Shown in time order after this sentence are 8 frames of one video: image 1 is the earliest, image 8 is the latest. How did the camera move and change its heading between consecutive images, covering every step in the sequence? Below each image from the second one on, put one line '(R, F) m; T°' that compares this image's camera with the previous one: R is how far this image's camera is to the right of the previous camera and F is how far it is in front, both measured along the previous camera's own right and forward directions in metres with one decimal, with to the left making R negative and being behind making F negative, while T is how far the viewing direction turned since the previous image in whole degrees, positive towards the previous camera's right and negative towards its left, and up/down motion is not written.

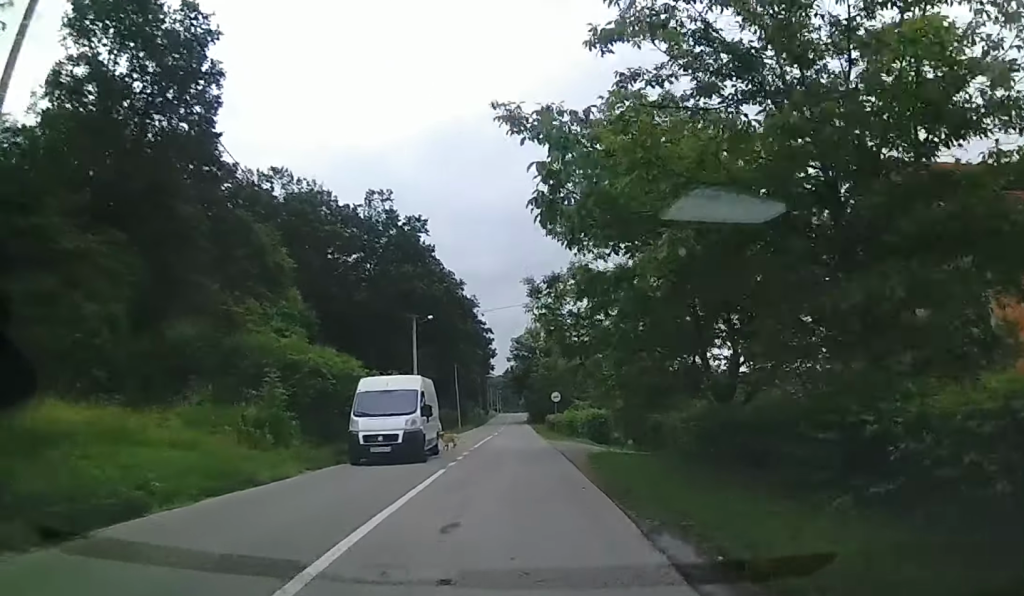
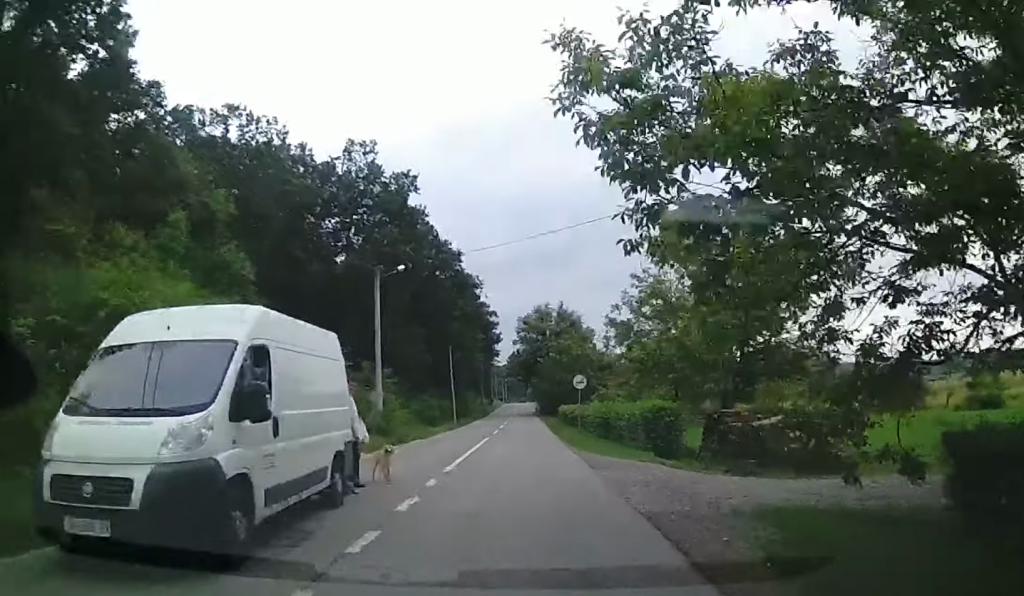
(-0.4, +12.9) m; 0°
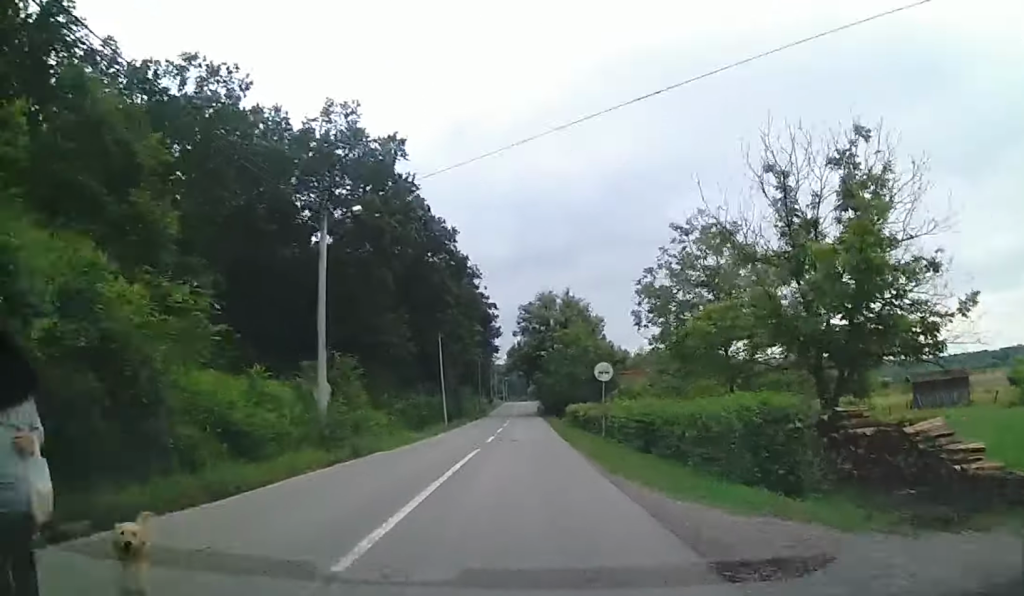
(+0.3, +8.8) m; +2°
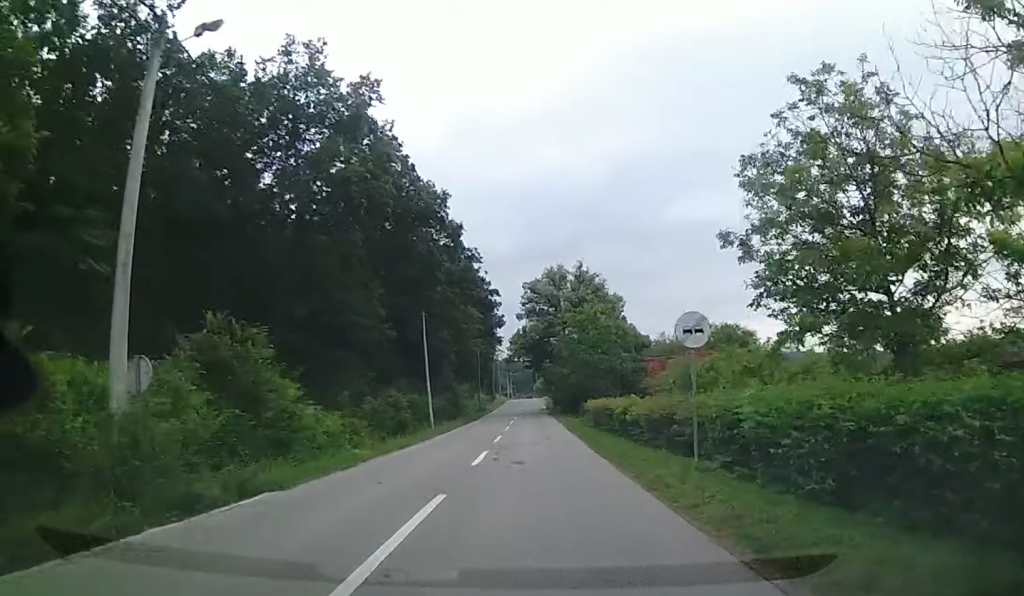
(+0.3, +11.6) m; +1°
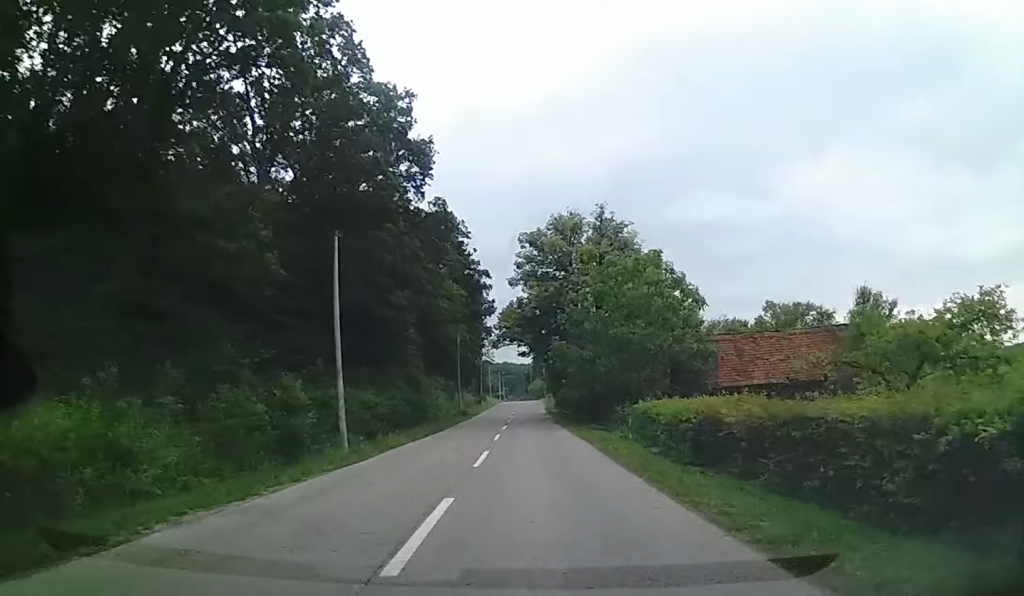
(-0.5, +20.1) m; -3°
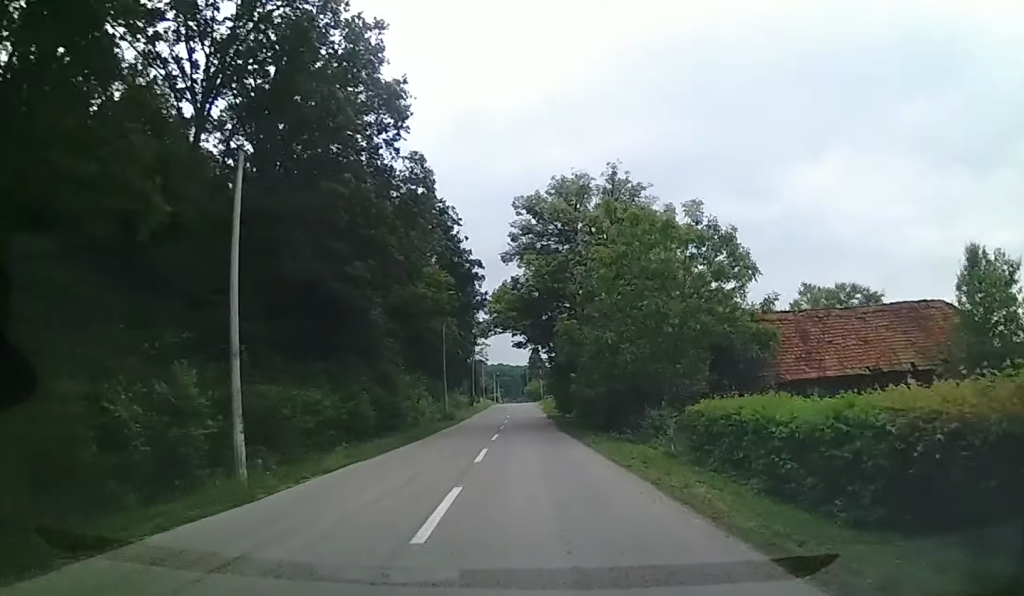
(-0.3, +8.1) m; -1°
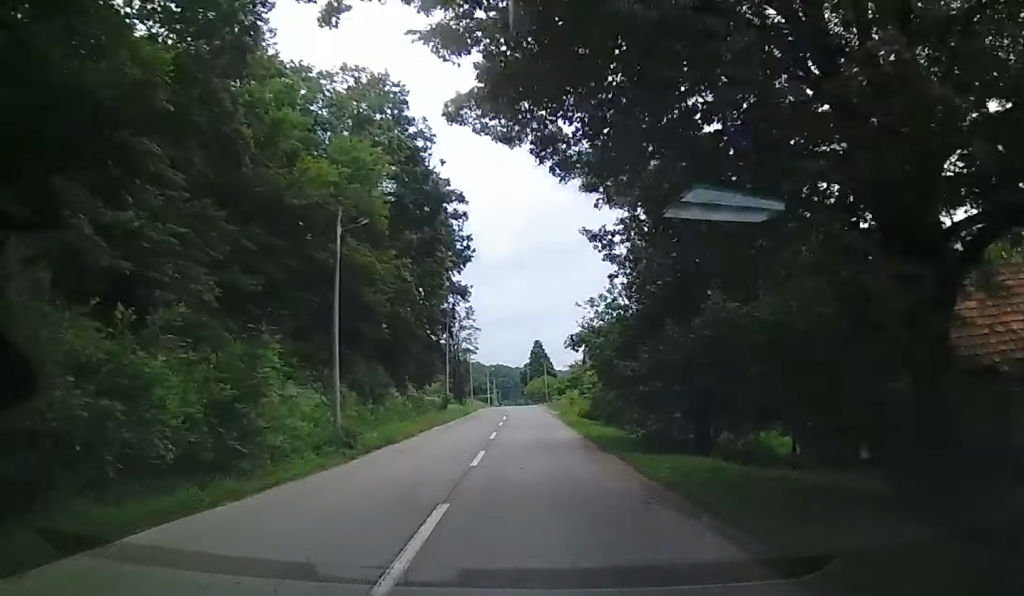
(+0.9, +30.0) m; +2°
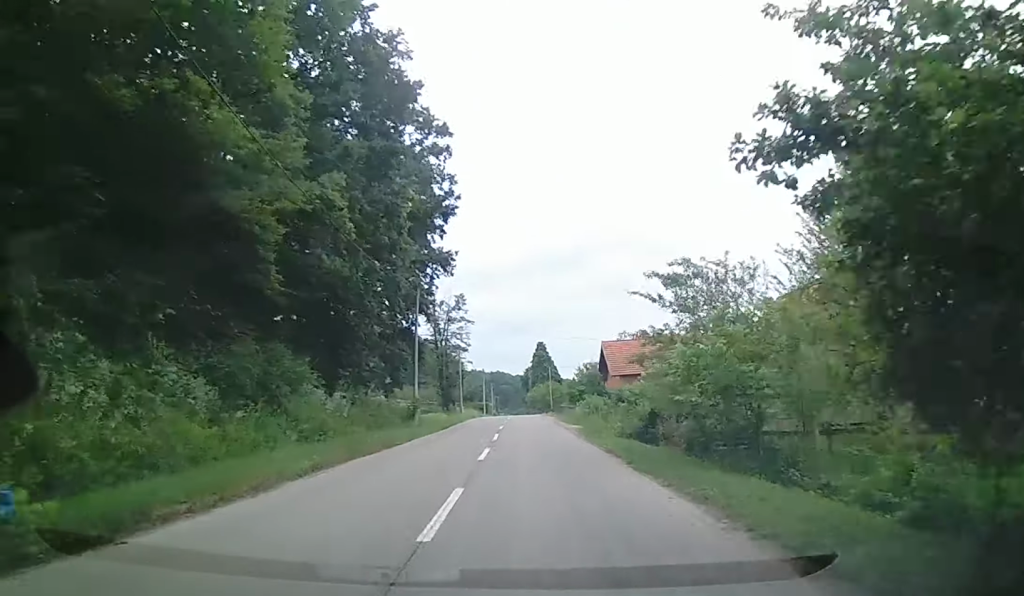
(0.0, +16.9) m; 0°
